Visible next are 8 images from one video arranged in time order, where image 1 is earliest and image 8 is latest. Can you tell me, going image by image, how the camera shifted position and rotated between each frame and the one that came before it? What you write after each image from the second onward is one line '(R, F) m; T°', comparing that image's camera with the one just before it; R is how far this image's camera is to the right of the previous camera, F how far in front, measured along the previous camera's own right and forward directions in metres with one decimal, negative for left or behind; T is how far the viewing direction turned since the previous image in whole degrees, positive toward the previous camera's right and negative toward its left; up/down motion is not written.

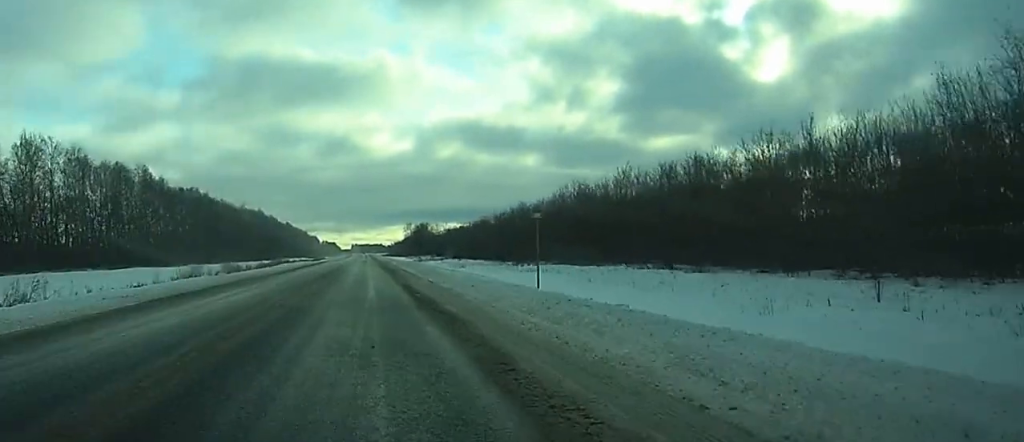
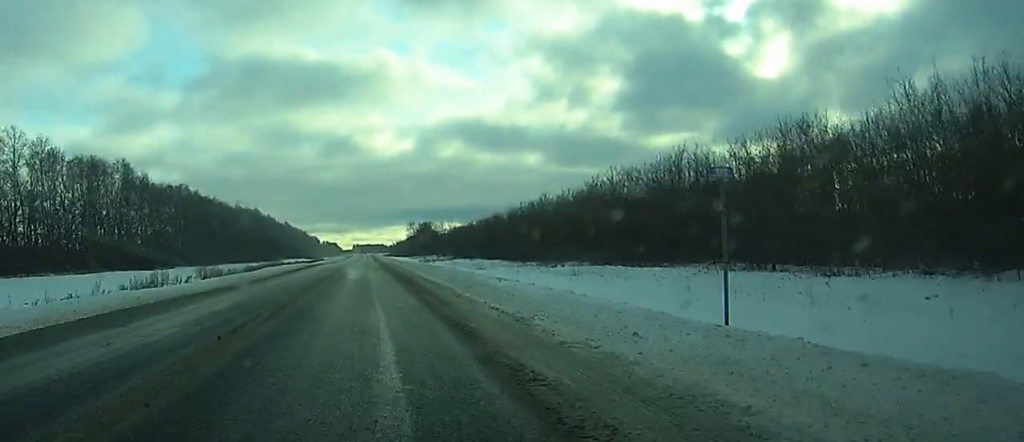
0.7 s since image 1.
(0.0, +17.0) m; 0°
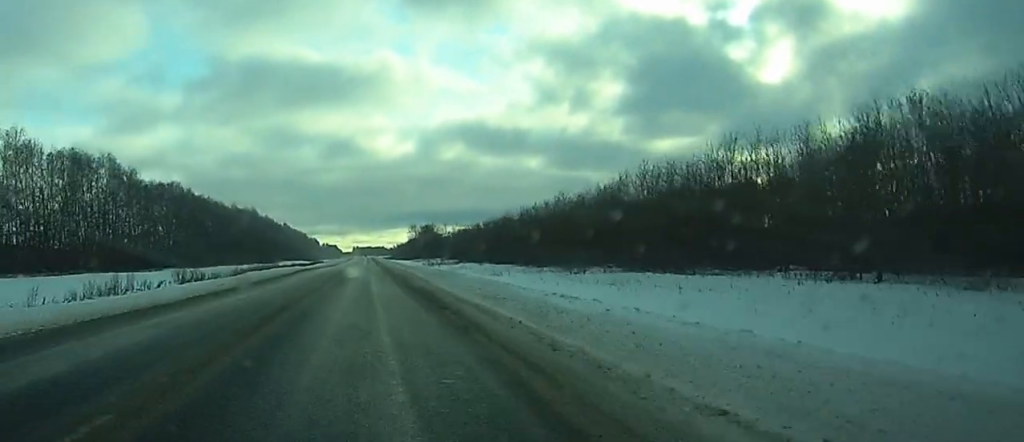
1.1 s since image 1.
(0.0, +11.1) m; 0°
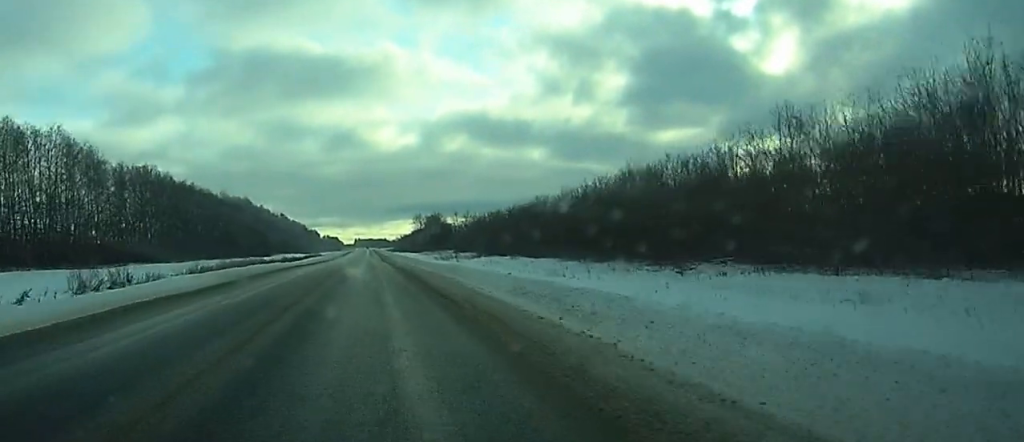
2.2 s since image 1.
(0.0, +29.0) m; 0°
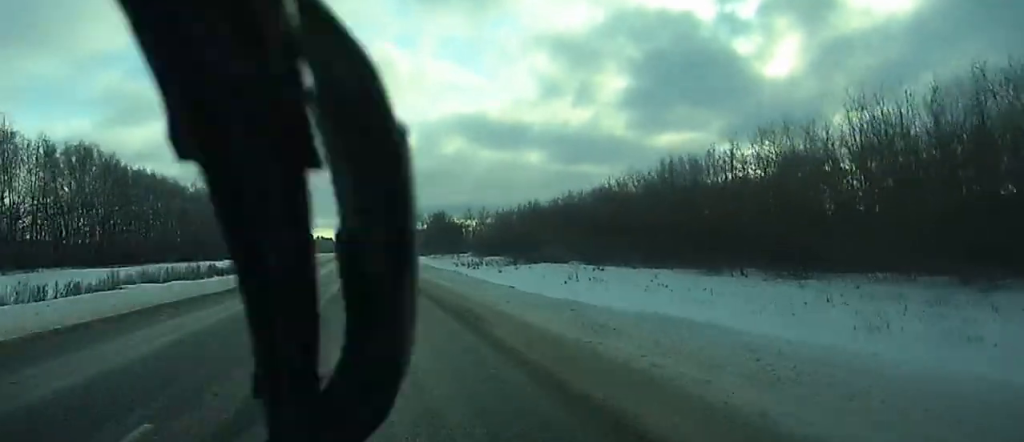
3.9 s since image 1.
(0.0, +42.8) m; 0°
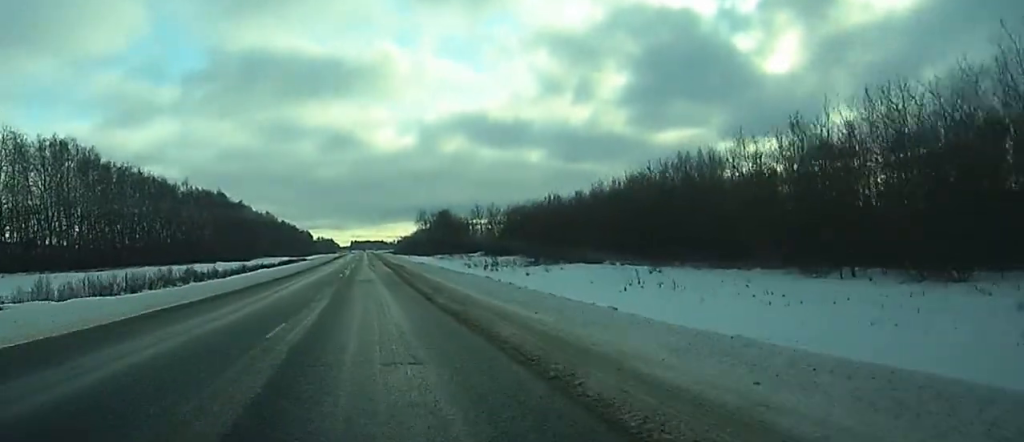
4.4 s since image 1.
(0.0, +13.7) m; 0°
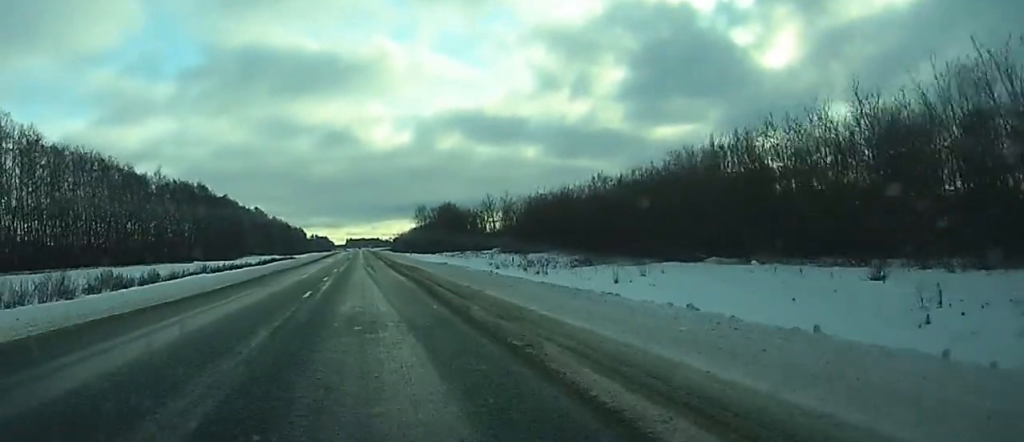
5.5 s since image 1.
(0.0, +26.7) m; 0°
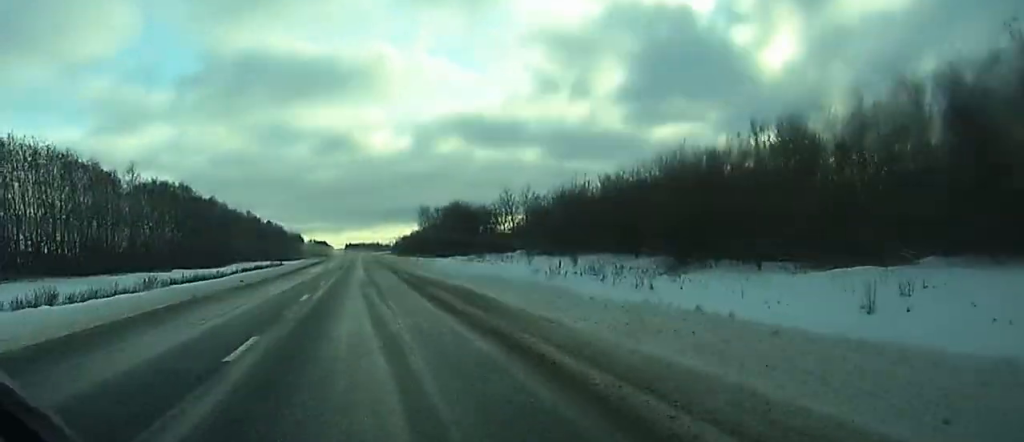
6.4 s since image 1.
(+0.1, +24.1) m; 0°
